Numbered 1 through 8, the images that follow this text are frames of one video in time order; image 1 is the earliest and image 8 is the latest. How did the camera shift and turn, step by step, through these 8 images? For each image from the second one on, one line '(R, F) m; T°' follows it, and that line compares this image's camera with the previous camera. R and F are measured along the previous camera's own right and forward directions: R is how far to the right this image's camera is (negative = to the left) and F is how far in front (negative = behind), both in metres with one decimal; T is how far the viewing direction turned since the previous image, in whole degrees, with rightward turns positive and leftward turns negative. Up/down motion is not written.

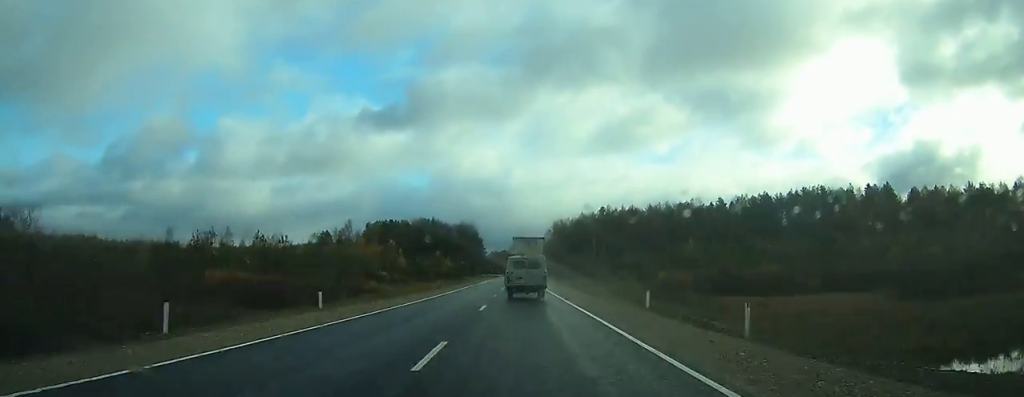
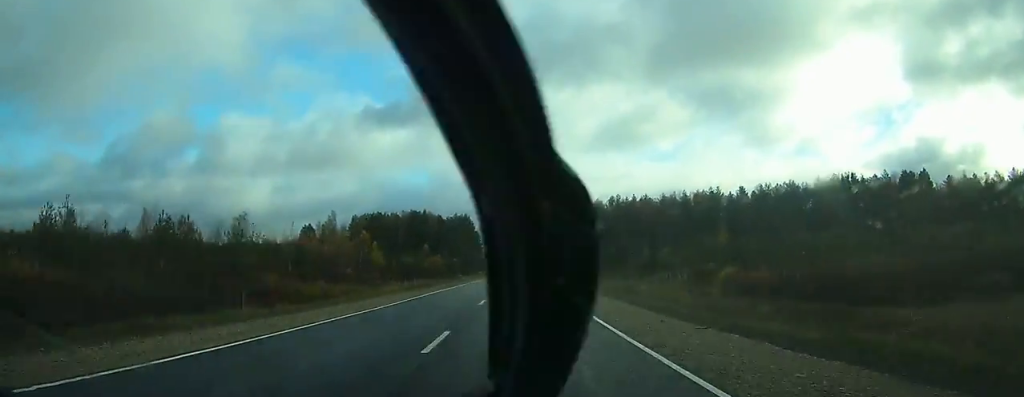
(+0.1, +22.4) m; 0°
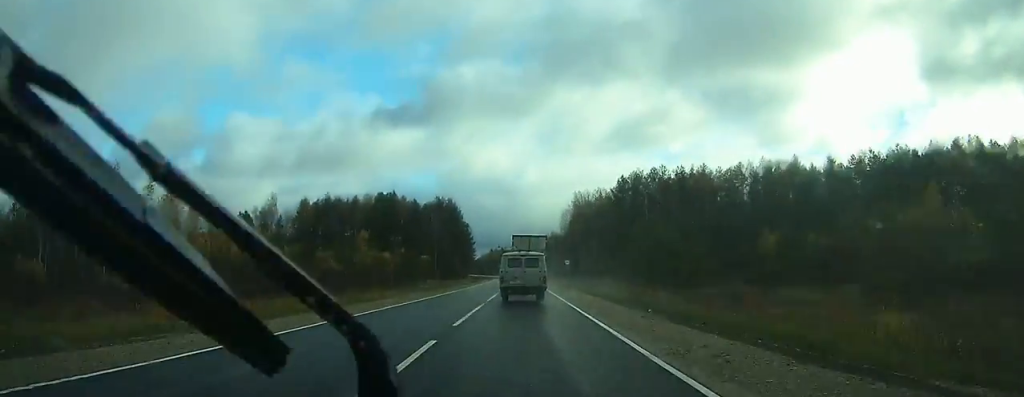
(+0.6, +61.9) m; +1°
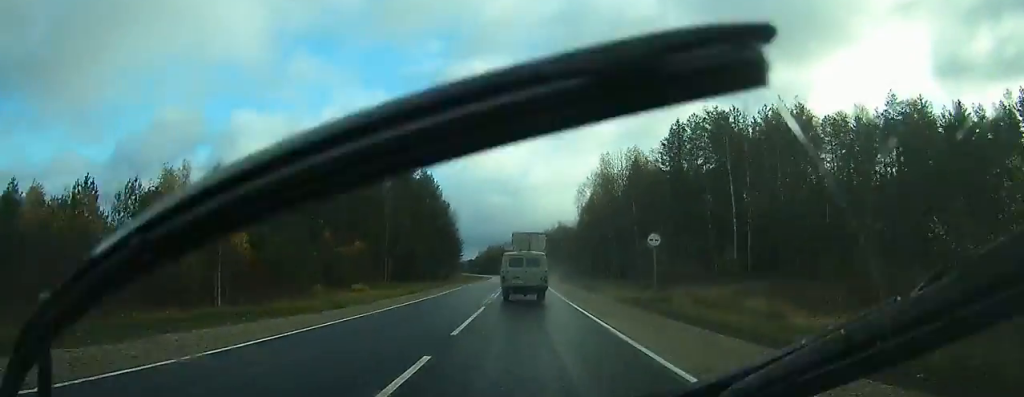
(-0.1, +50.5) m; 0°
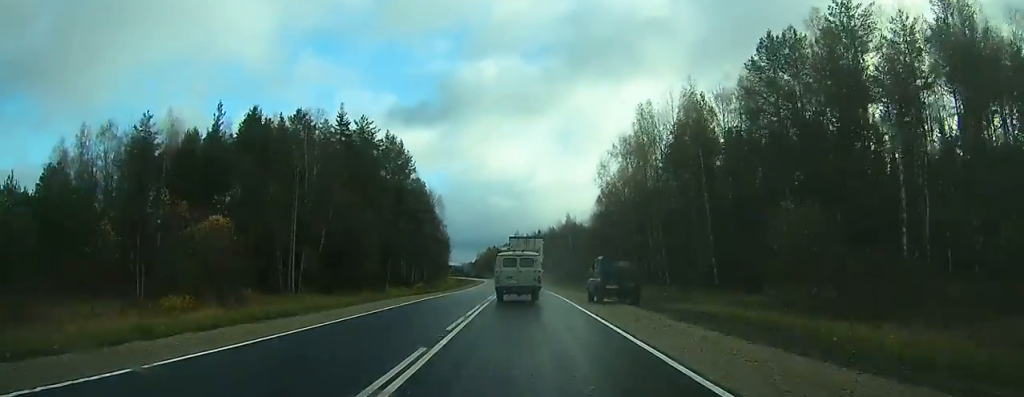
(0.0, +35.2) m; -1°
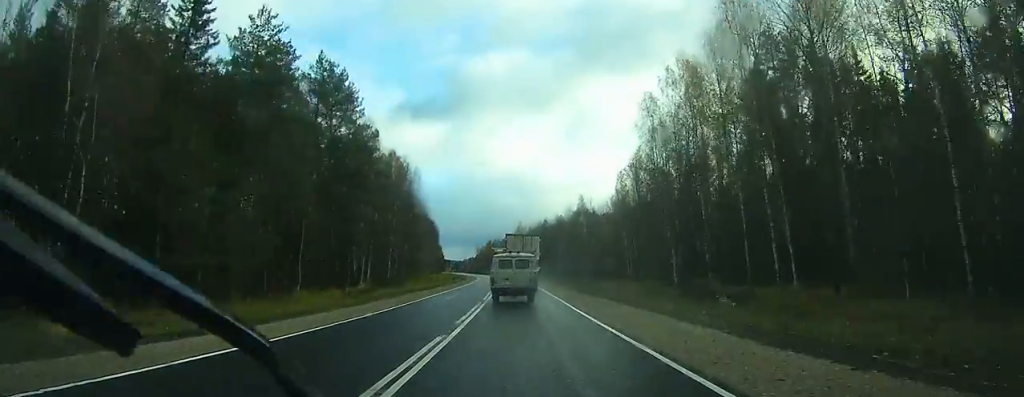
(-0.4, +33.7) m; -1°
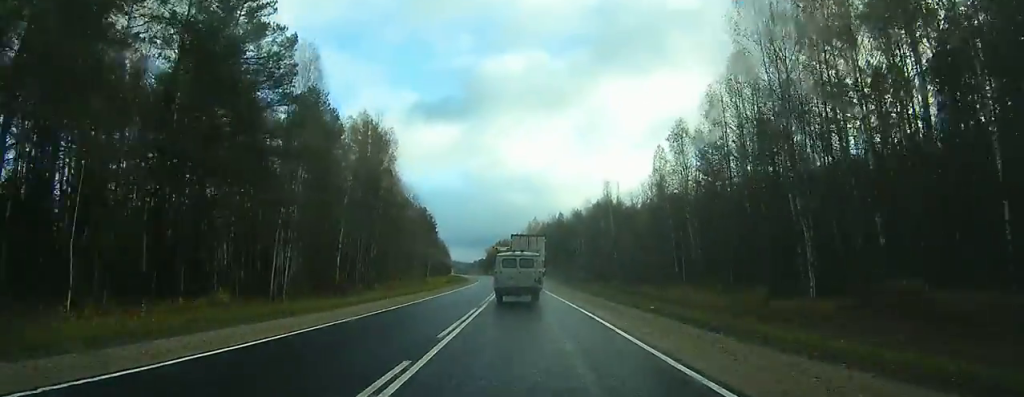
(-0.2, +27.4) m; -1°
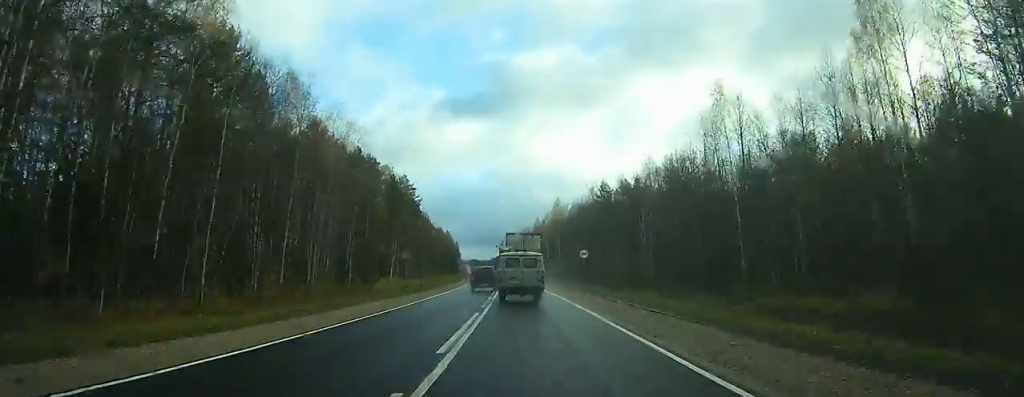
(-0.8, +62.5) m; -2°
